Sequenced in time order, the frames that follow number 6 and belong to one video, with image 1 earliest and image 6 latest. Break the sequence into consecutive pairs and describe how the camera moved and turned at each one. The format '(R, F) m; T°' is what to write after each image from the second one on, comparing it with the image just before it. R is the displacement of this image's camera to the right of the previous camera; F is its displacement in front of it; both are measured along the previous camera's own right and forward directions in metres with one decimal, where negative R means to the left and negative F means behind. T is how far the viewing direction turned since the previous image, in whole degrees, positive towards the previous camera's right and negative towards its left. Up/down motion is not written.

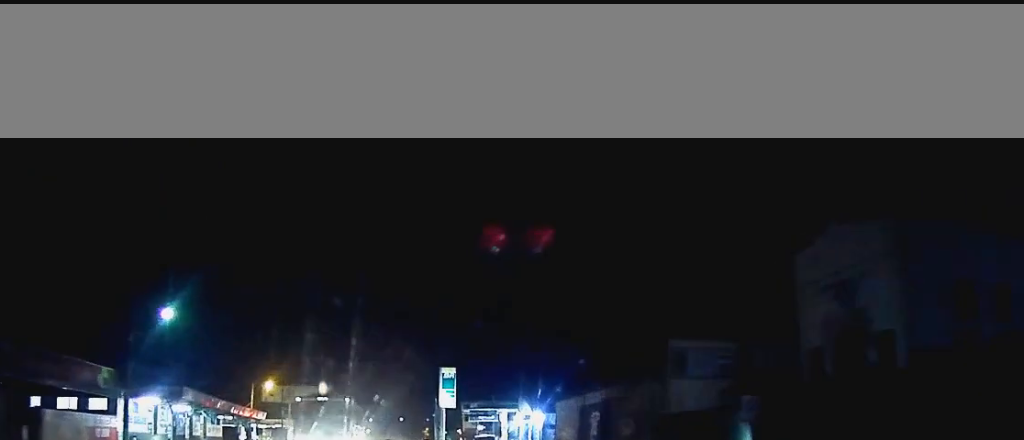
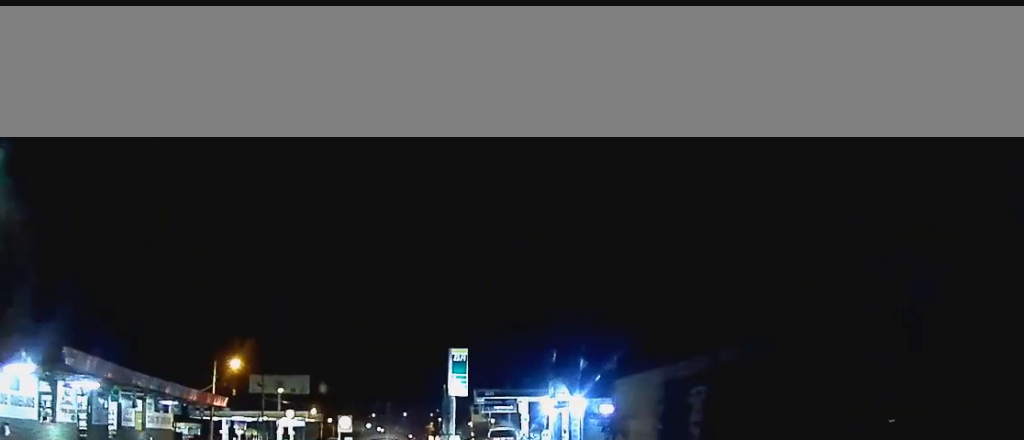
(0.0, +14.8) m; 0°
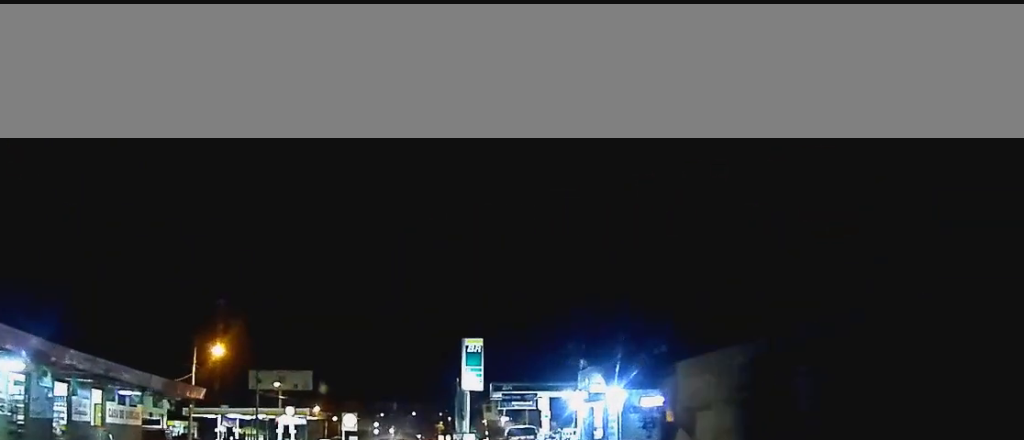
(-0.1, +7.6) m; 0°
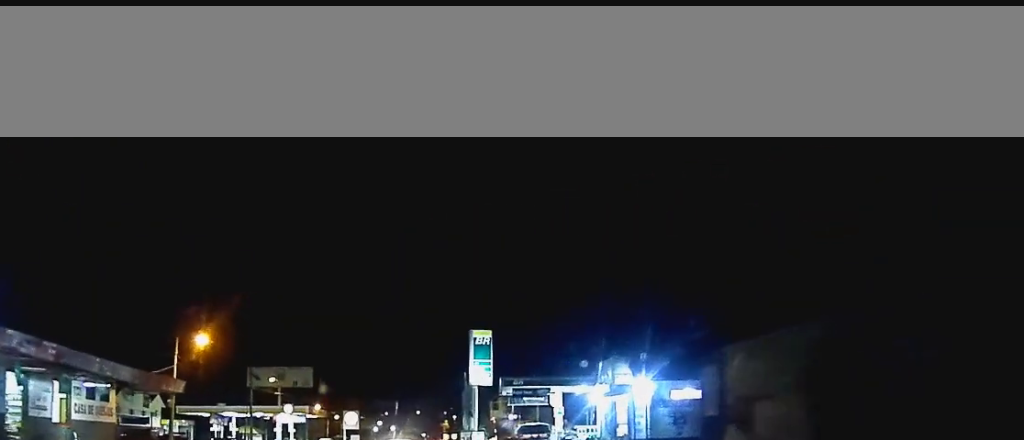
(0.0, +4.7) m; +1°
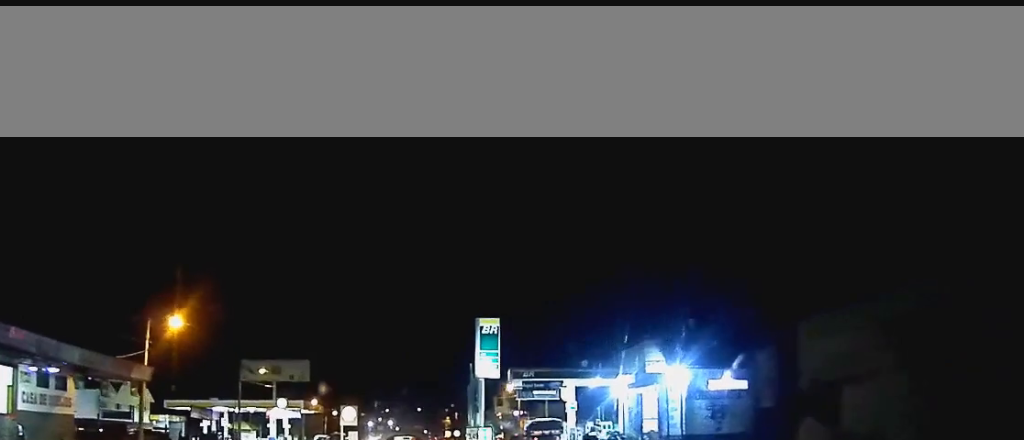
(0.0, +5.0) m; 0°
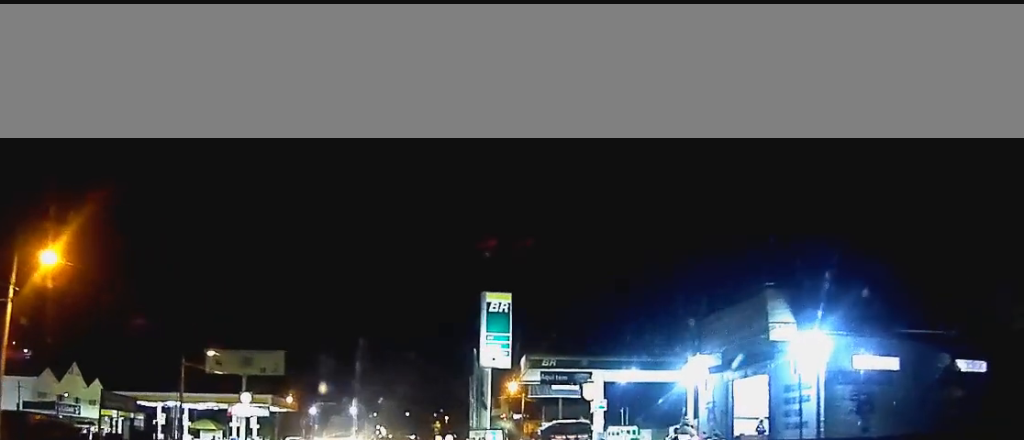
(-0.2, +13.4) m; -1°
